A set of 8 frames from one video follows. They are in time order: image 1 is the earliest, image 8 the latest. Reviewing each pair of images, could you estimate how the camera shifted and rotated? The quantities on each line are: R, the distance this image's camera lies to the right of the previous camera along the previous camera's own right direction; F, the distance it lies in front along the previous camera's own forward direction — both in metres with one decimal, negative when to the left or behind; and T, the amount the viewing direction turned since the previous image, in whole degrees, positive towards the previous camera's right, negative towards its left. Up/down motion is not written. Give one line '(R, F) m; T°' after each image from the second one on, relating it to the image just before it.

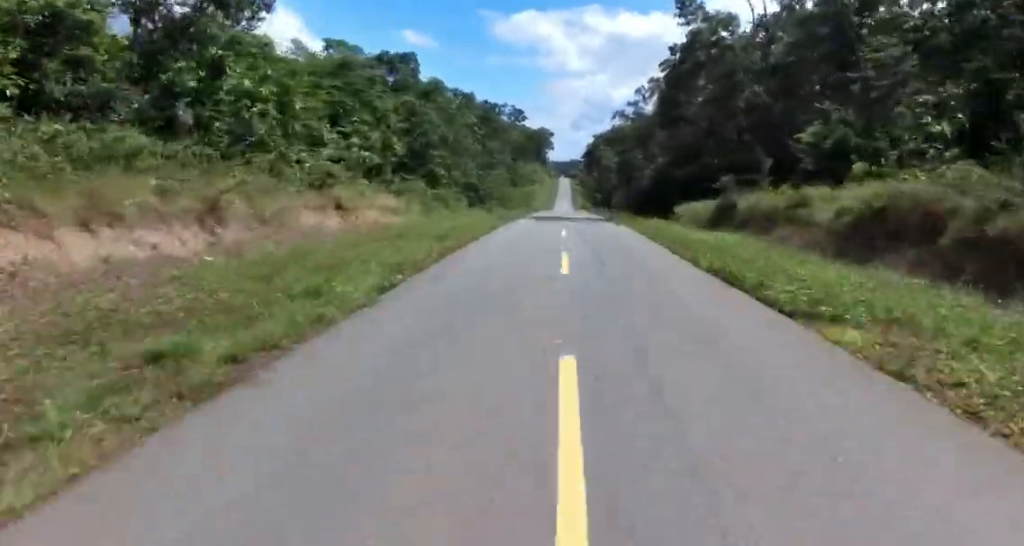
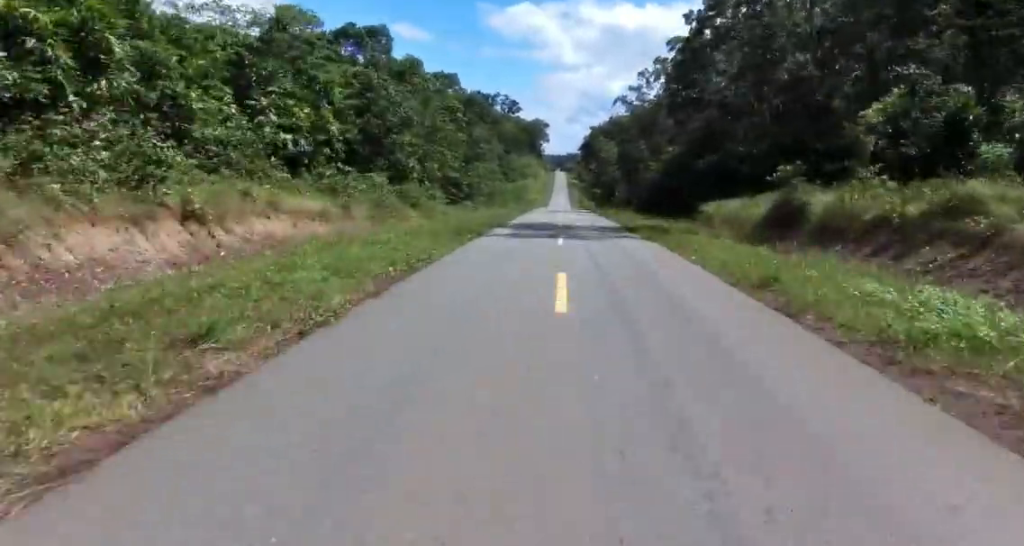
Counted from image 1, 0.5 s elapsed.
(0.0, +12.2) m; 0°
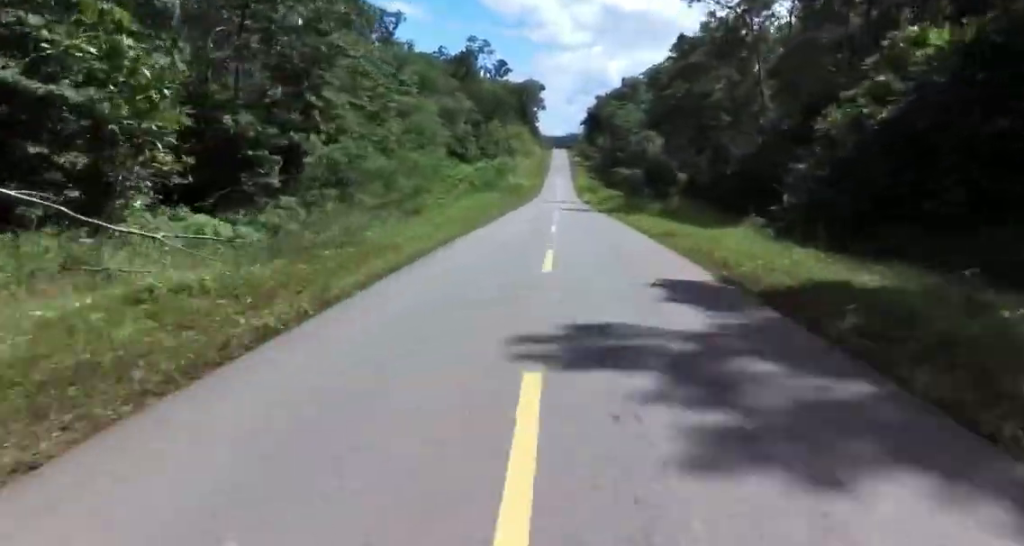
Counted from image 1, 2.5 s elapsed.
(+0.8, +54.4) m; +1°
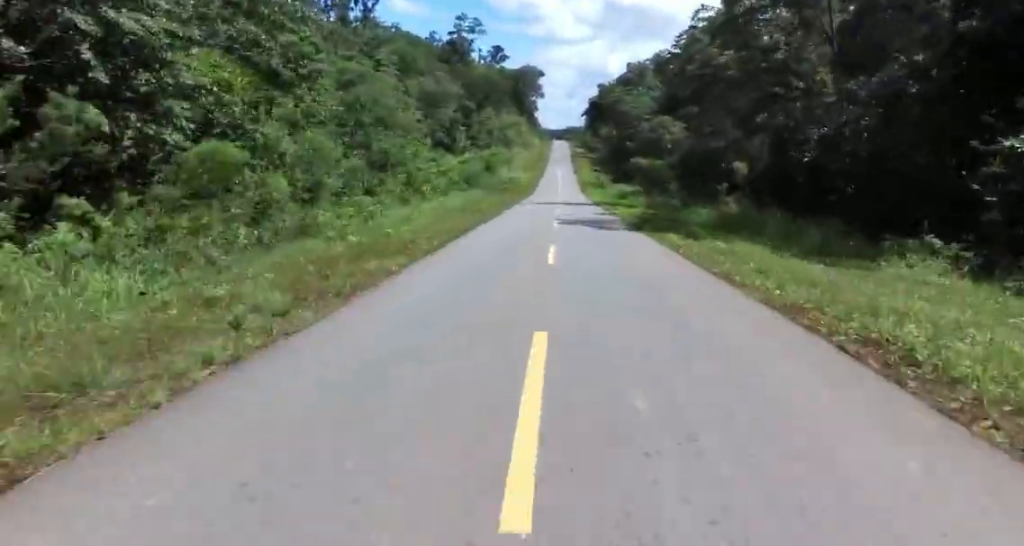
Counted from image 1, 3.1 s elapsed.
(0.0, +15.6) m; 0°
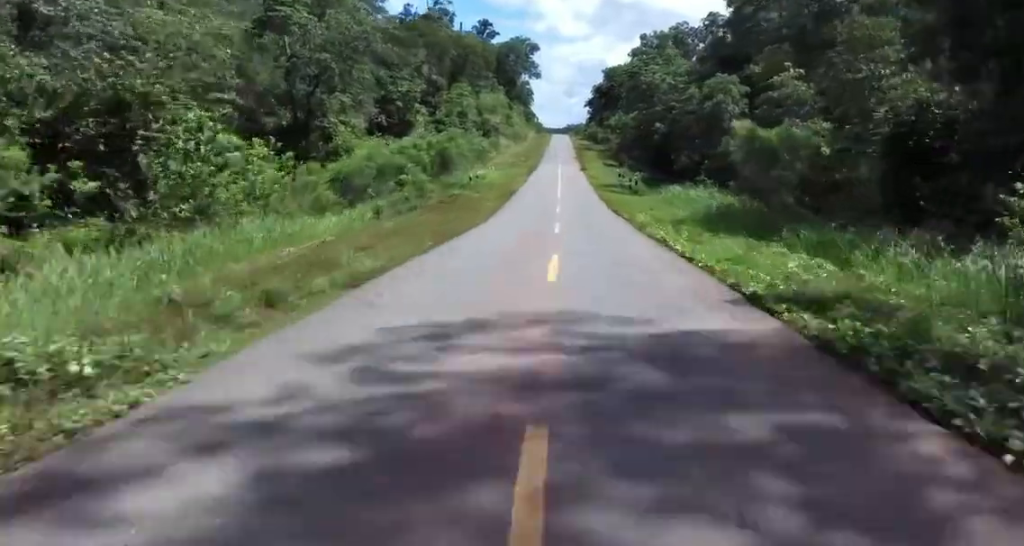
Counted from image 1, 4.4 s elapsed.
(+0.1, +36.4) m; 0°
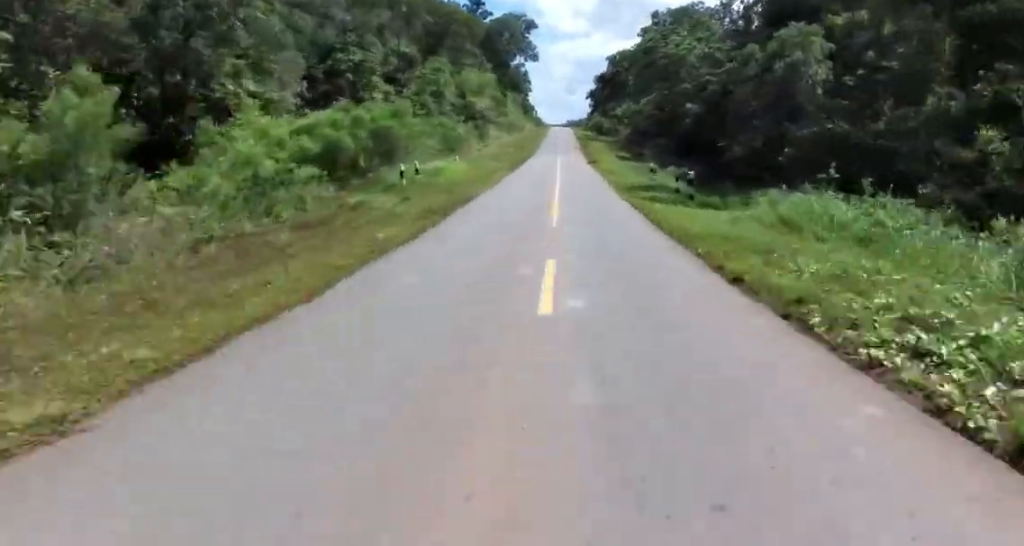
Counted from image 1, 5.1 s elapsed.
(0.0, +18.8) m; -1°
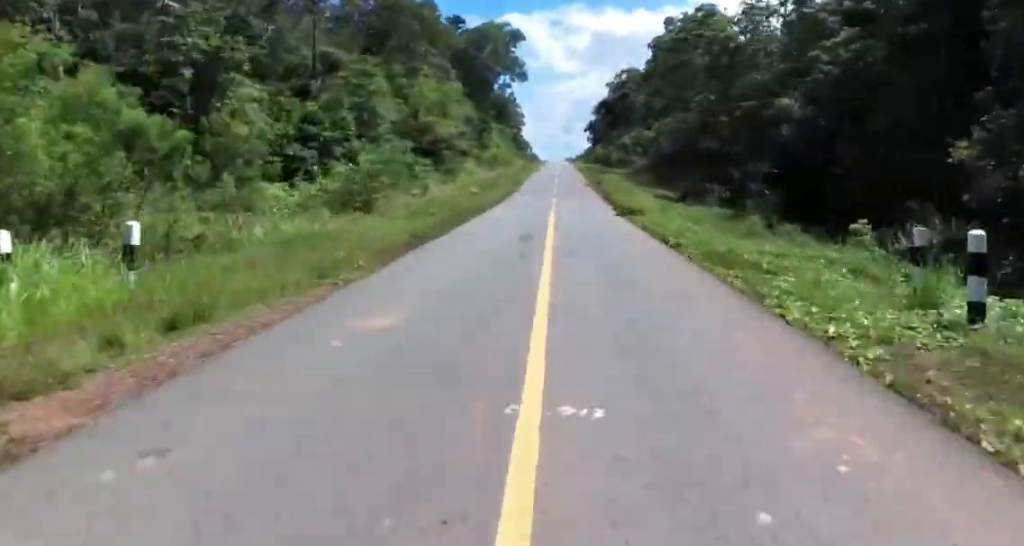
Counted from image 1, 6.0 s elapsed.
(-0.2, +26.3) m; -2°
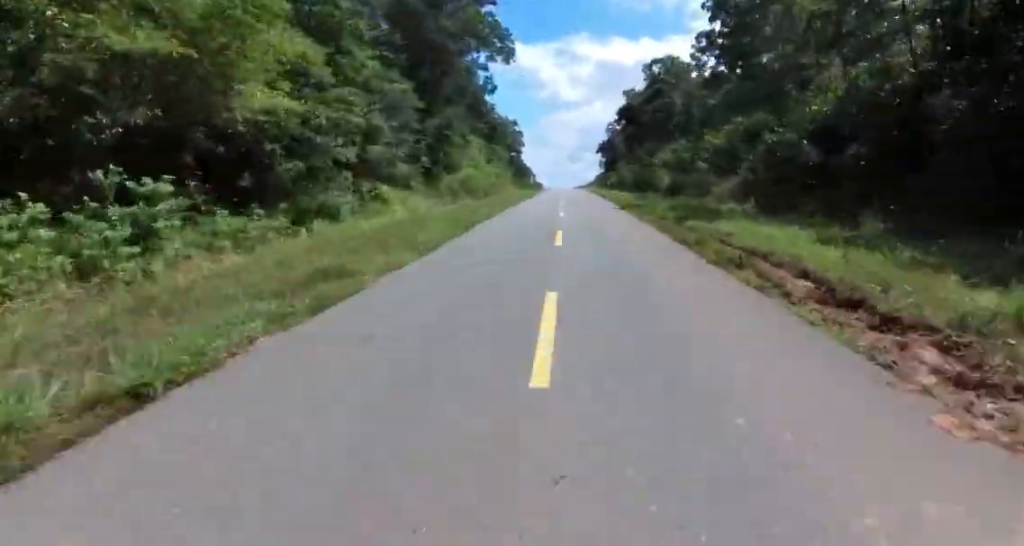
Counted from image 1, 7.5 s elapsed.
(-0.4, +41.1) m; +1°
